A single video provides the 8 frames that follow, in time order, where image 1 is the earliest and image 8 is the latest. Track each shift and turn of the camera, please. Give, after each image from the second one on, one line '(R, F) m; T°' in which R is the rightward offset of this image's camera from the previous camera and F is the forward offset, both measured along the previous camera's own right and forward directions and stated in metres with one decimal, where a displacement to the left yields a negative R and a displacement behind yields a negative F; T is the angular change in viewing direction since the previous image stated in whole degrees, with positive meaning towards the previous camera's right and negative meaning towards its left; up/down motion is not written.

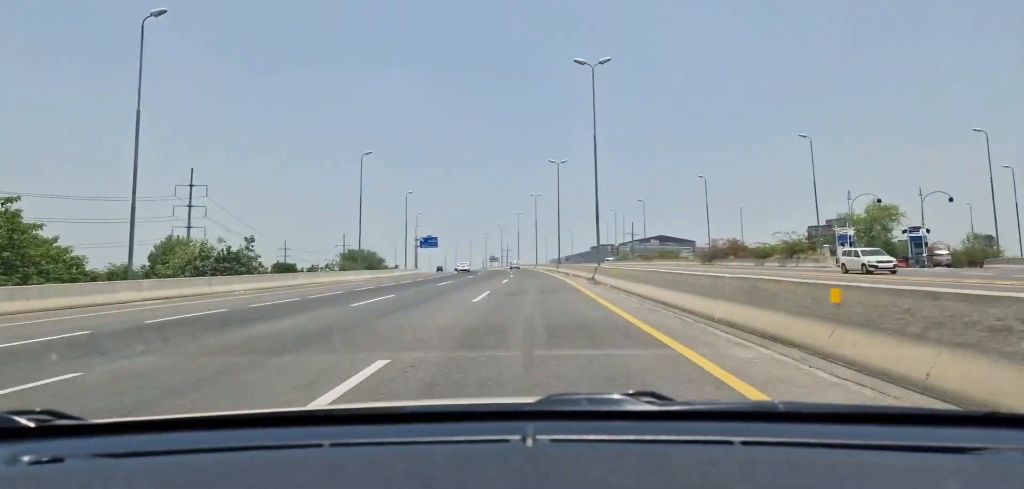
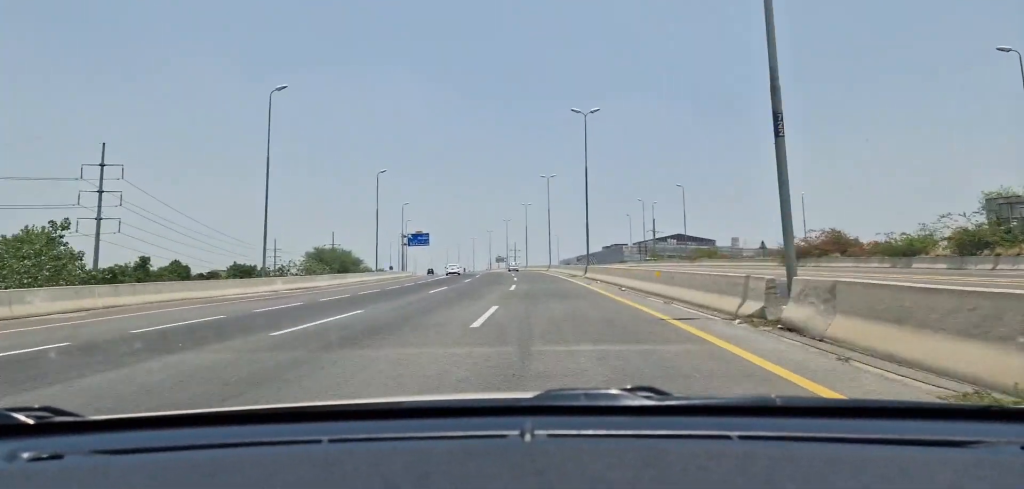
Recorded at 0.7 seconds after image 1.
(-0.4, +26.2) m; -2°
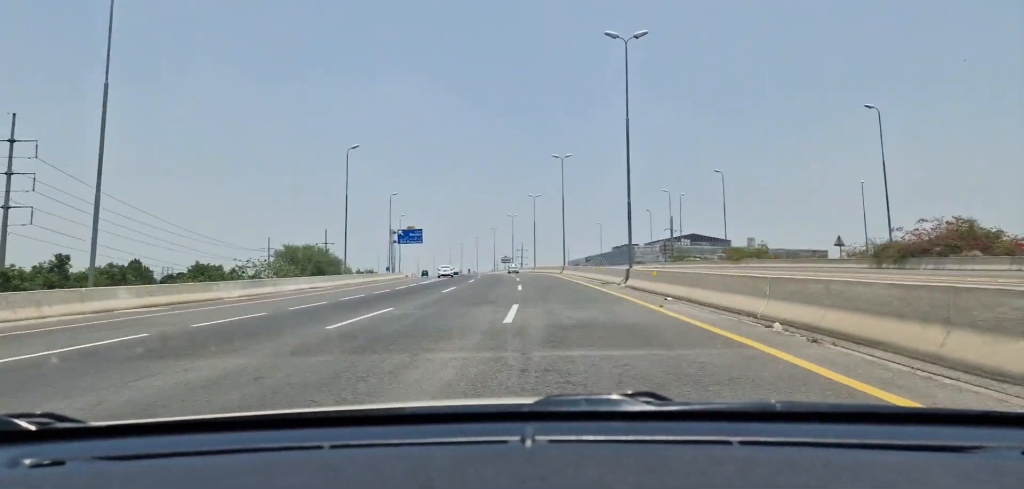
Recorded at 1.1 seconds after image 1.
(-0.3, +16.5) m; -1°
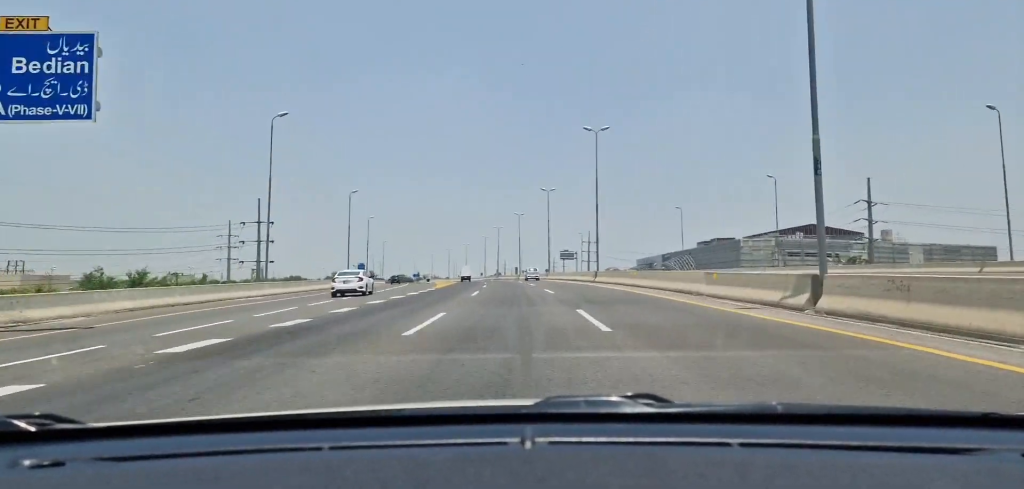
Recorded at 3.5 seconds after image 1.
(-3.7, +90.7) m; -4°
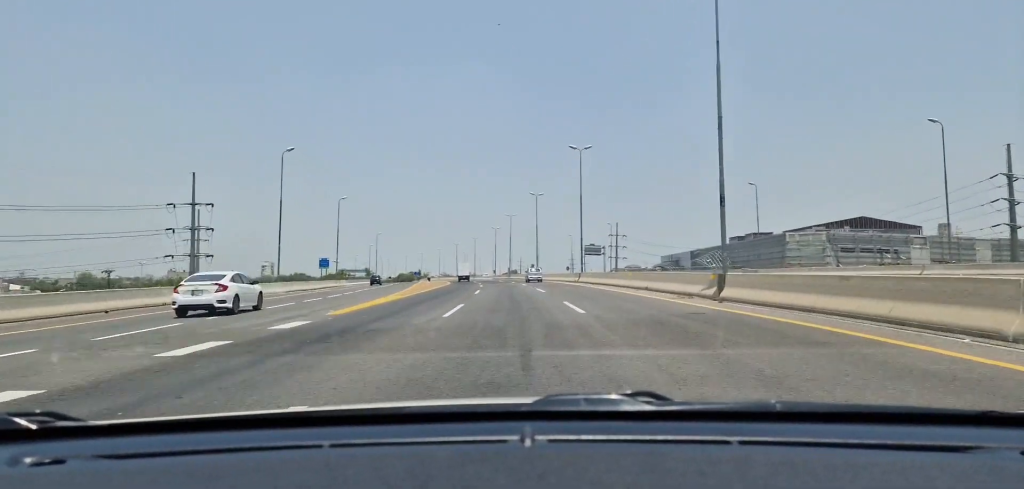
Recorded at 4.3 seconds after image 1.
(-0.2, +30.5) m; -1°
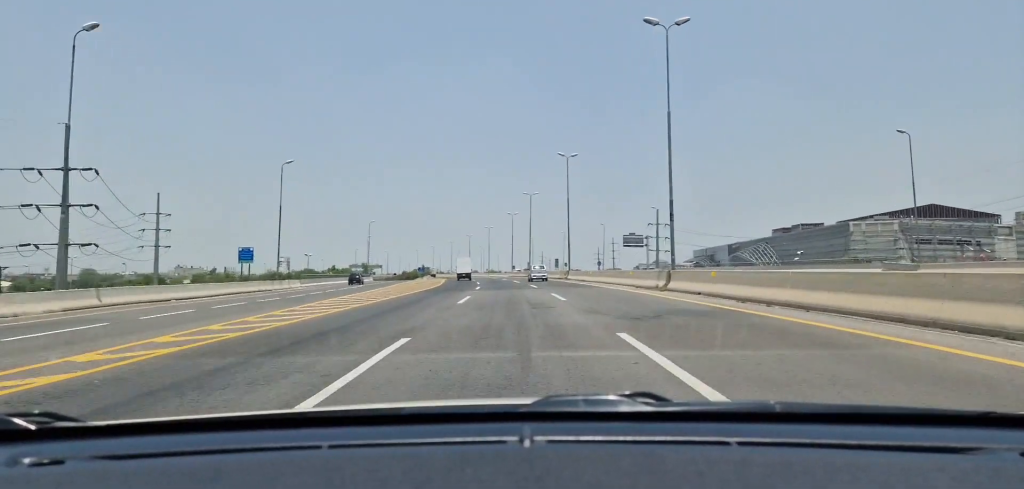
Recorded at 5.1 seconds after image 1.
(-0.2, +31.2) m; -2°
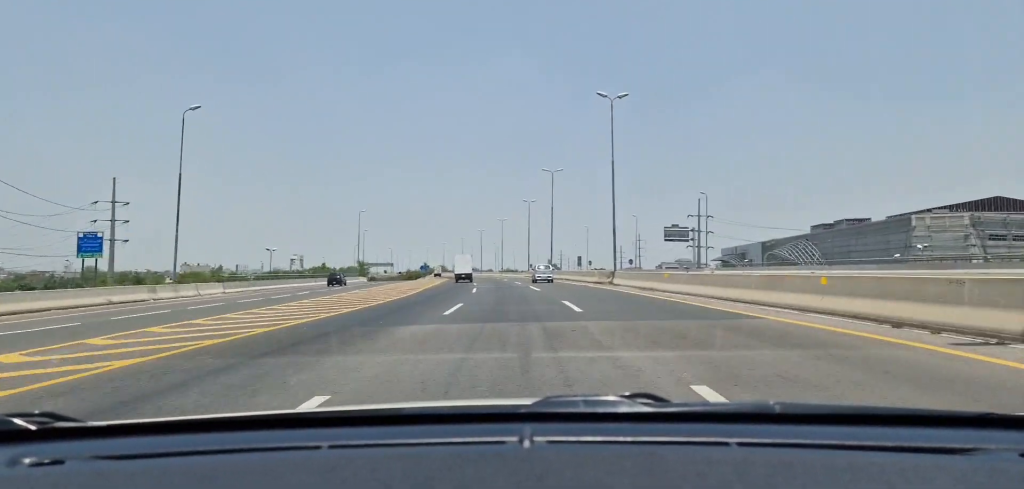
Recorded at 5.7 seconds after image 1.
(+0.1, +22.3) m; -2°
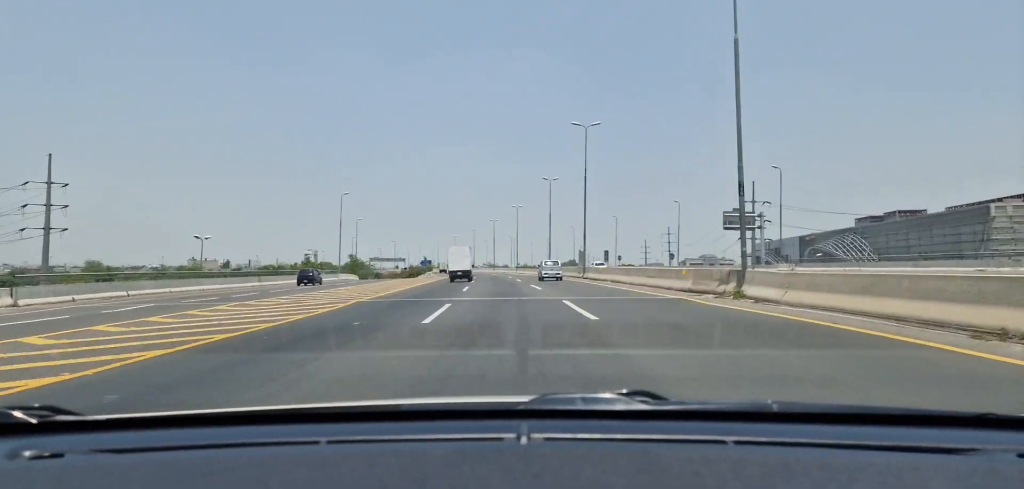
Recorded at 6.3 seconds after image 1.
(-0.9, +23.1) m; -2°
